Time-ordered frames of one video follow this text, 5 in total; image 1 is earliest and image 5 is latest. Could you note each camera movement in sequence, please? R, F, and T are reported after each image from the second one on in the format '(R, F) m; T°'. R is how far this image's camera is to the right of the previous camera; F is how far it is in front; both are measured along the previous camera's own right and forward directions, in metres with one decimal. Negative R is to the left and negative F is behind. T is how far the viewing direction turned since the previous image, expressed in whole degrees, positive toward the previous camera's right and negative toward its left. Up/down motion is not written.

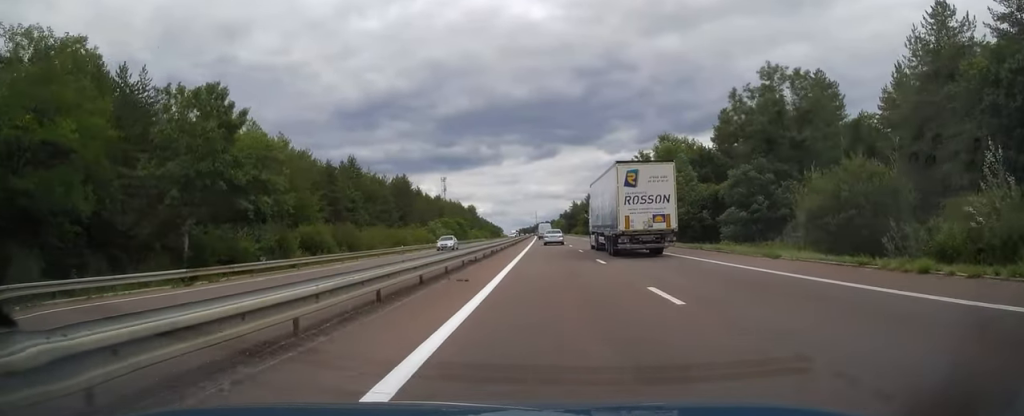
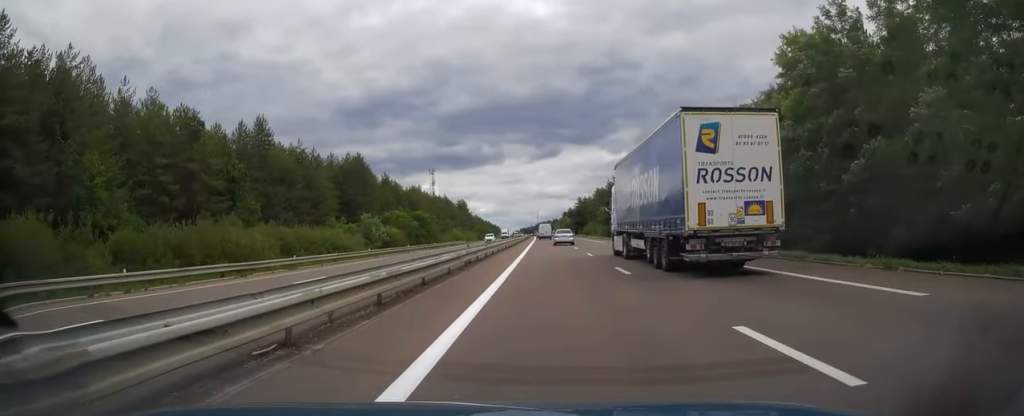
(0.0, +44.8) m; 0°
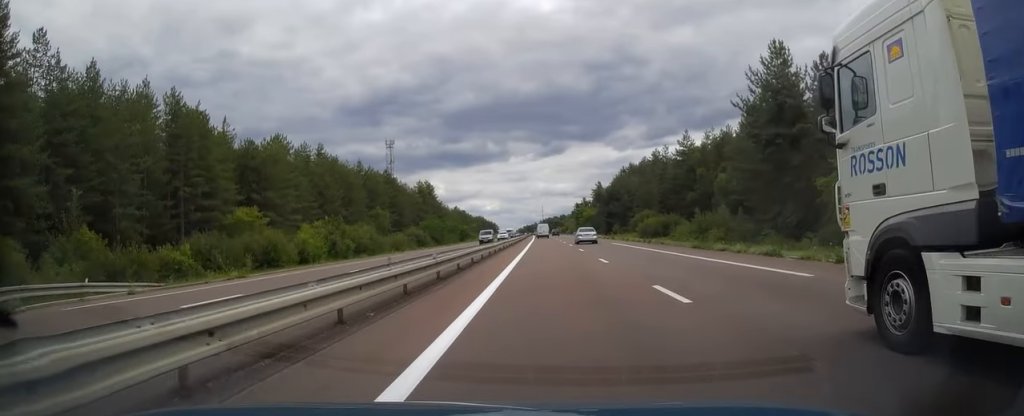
(-0.2, +98.6) m; 0°
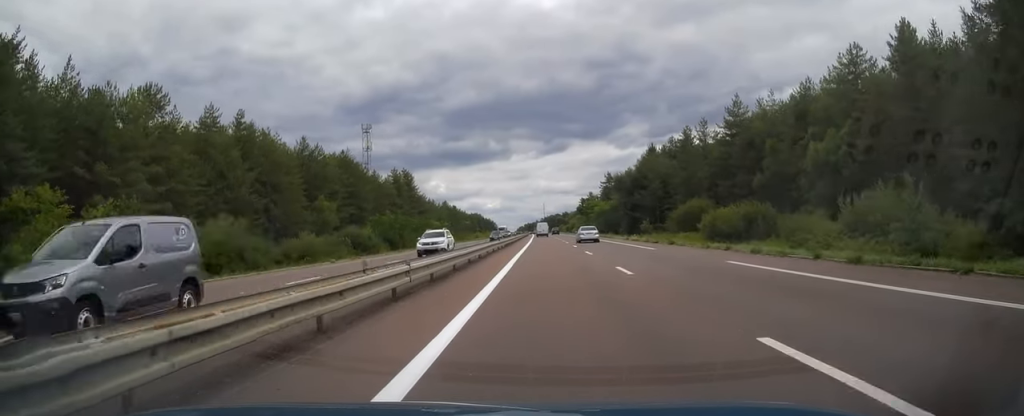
(+0.1, +32.9) m; 0°
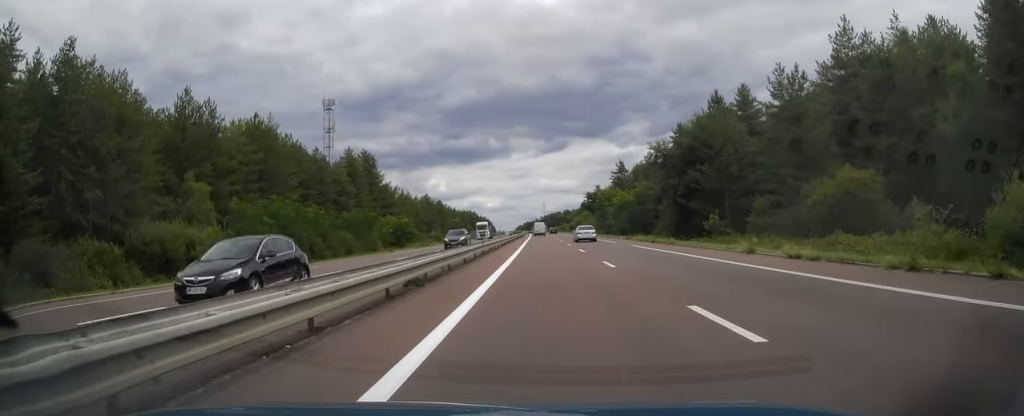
(-0.1, +36.5) m; 0°
